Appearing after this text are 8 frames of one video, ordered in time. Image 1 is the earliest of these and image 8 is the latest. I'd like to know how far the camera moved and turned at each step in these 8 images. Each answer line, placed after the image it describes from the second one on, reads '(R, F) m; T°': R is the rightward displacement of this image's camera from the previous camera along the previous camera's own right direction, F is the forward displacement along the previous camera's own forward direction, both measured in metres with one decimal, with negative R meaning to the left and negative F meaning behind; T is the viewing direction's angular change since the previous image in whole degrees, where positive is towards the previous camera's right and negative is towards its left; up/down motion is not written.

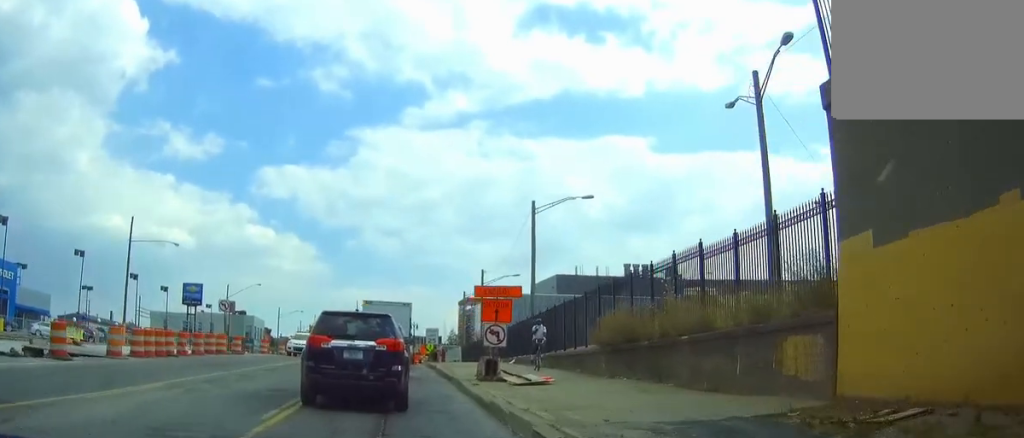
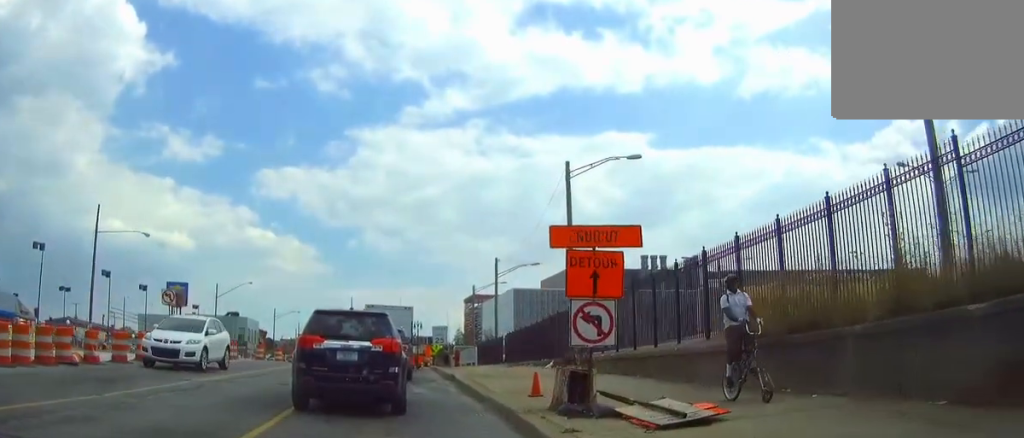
(0.0, +10.3) m; +1°
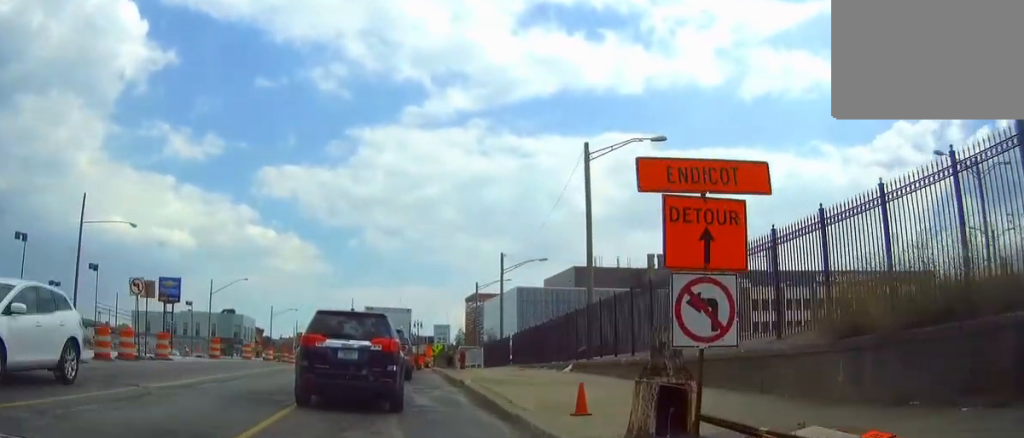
(+0.1, +4.1) m; +1°
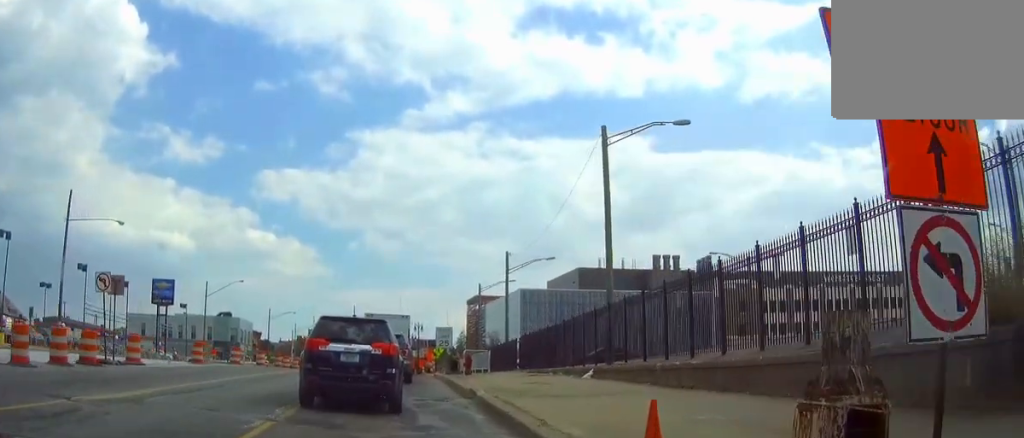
(0.0, +3.5) m; +1°
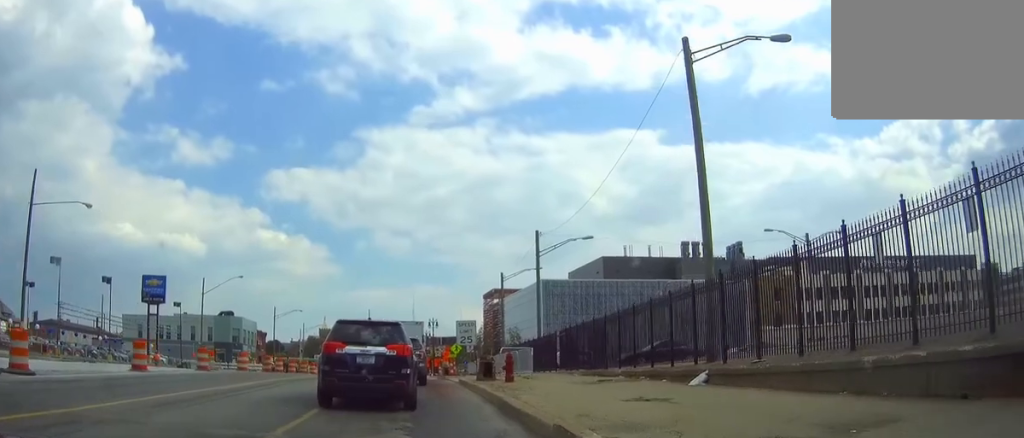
(0.0, +9.0) m; -2°
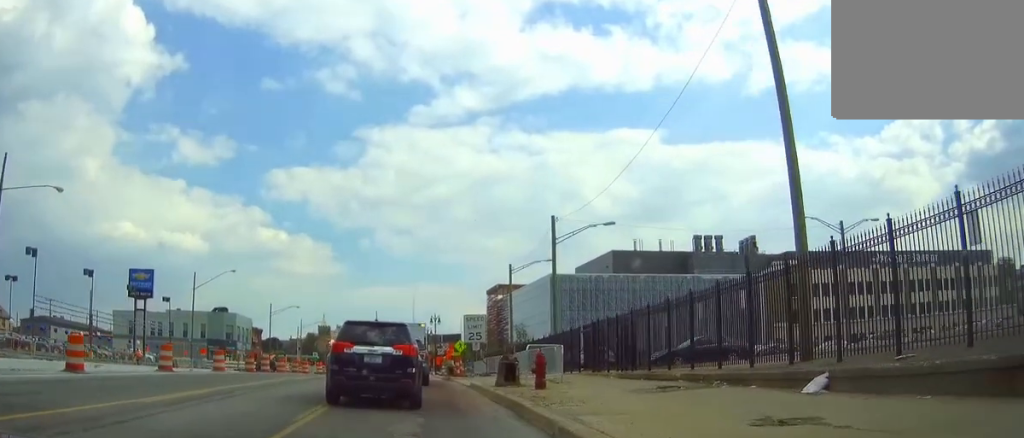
(-0.1, +5.1) m; -1°
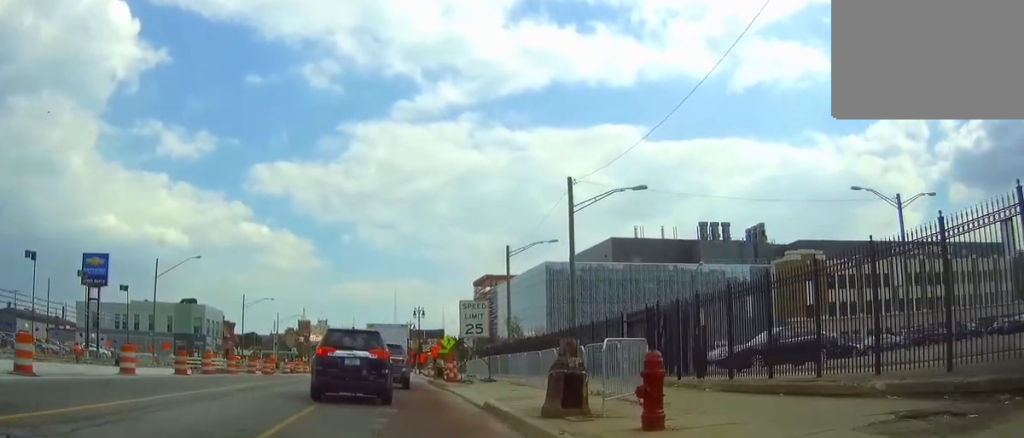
(-0.1, +9.5) m; 0°
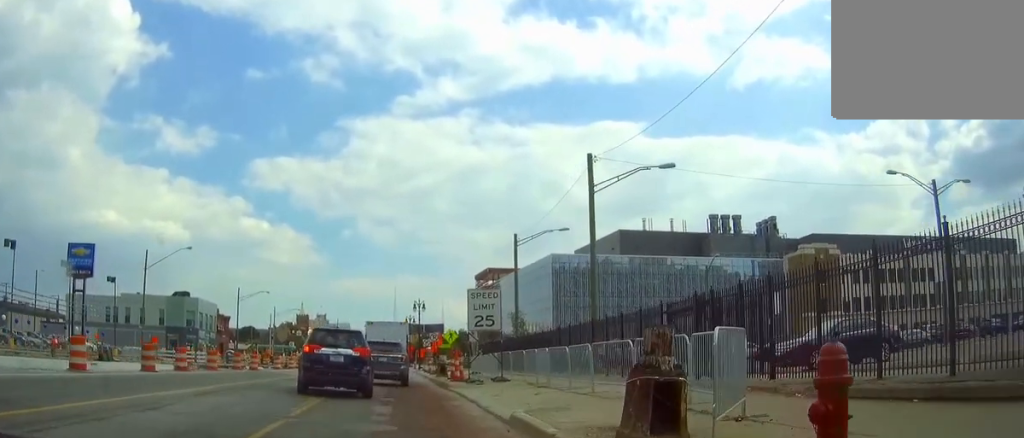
(0.0, +4.2) m; 0°
